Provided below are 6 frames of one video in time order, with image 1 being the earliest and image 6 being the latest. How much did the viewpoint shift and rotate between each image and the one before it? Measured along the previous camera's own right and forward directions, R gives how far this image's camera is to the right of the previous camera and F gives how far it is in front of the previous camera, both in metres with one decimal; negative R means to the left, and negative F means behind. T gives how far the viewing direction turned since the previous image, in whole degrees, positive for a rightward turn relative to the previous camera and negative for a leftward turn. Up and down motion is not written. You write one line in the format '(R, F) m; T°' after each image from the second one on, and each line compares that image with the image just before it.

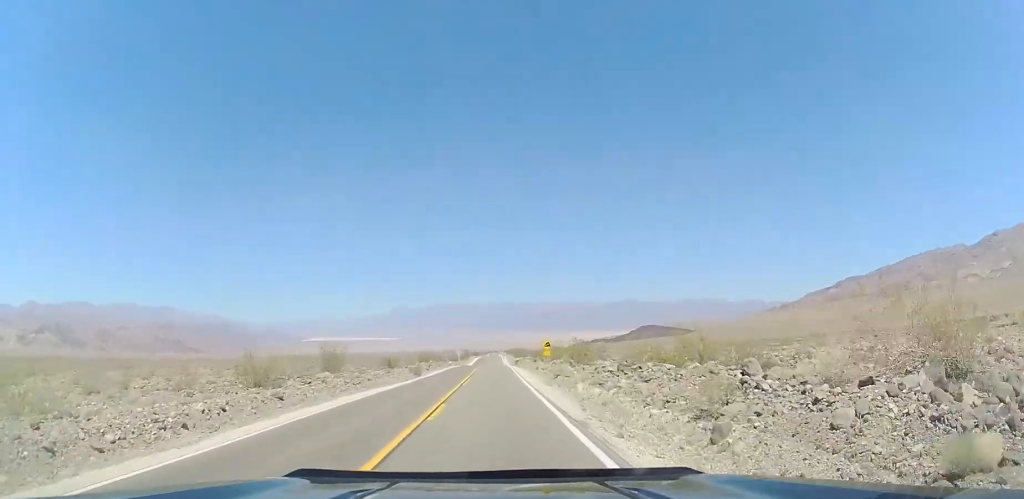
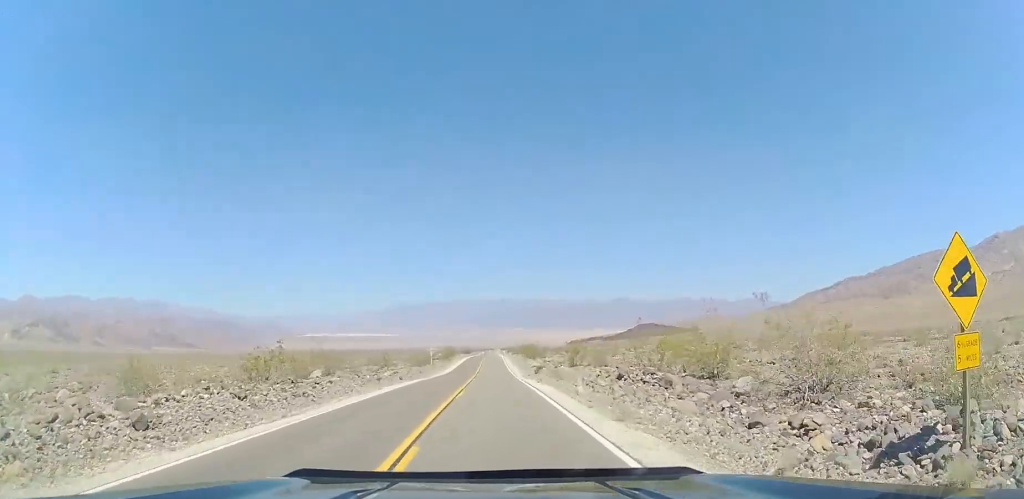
(+0.3, +52.8) m; +1°
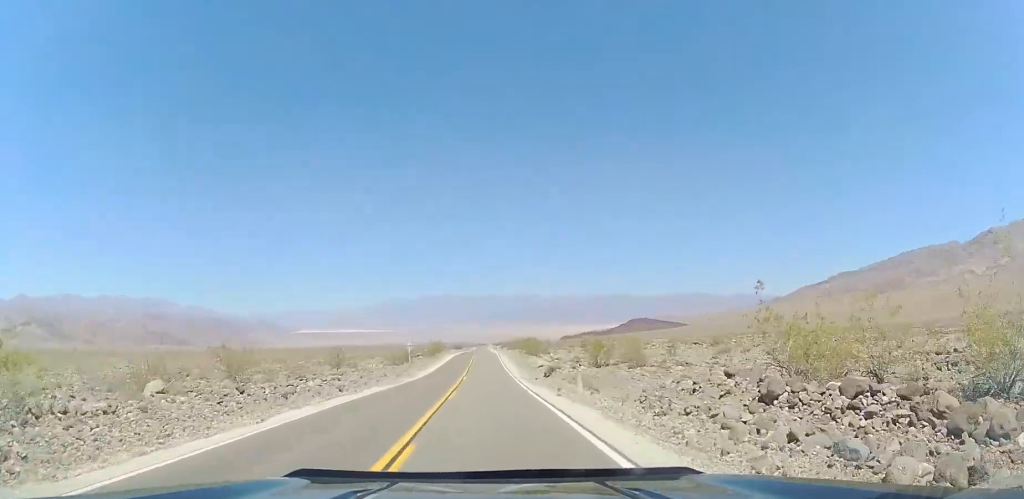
(+0.1, +14.6) m; +1°
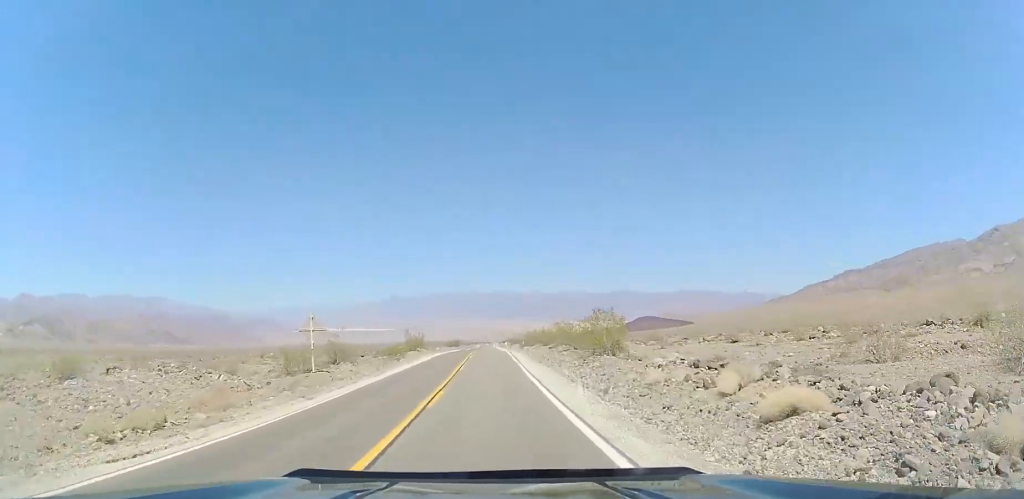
(+0.5, +35.5) m; +1°
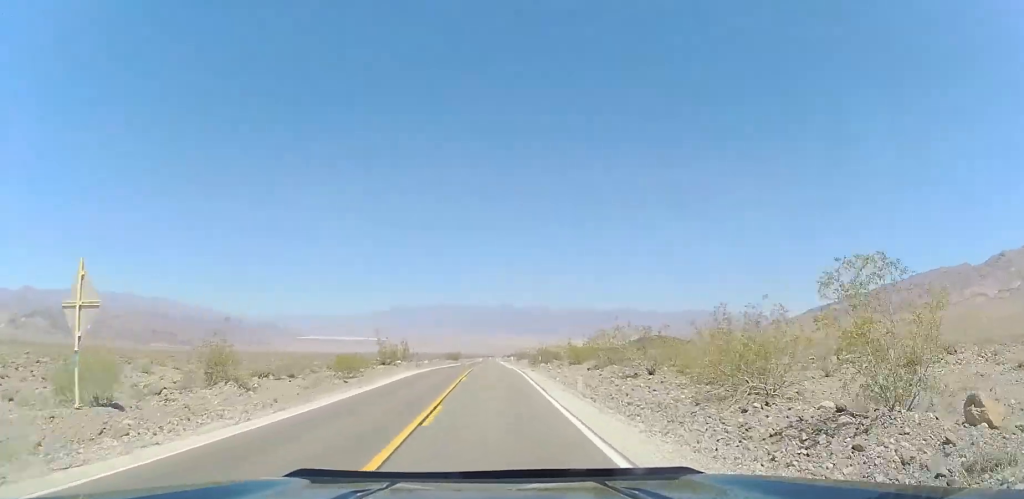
(+0.1, +17.1) m; -1°
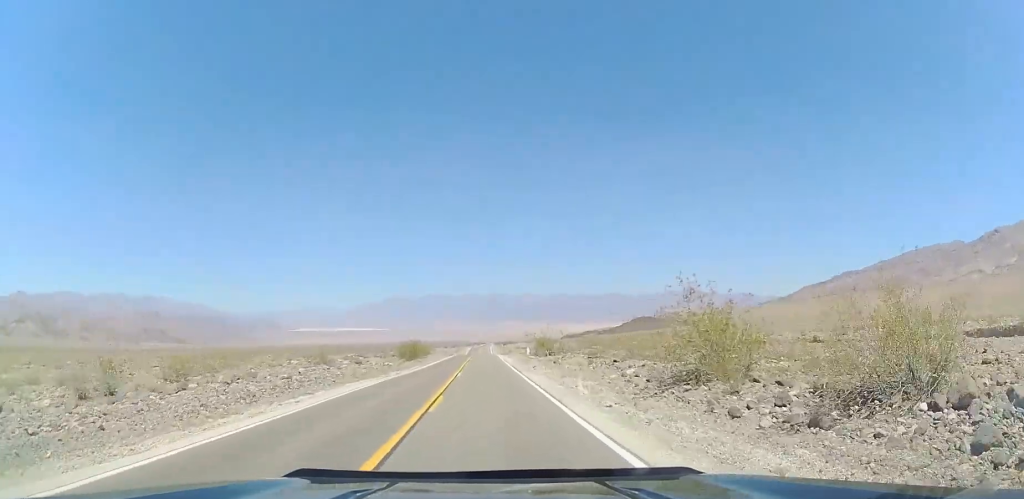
(-0.7, +57.2) m; -1°
